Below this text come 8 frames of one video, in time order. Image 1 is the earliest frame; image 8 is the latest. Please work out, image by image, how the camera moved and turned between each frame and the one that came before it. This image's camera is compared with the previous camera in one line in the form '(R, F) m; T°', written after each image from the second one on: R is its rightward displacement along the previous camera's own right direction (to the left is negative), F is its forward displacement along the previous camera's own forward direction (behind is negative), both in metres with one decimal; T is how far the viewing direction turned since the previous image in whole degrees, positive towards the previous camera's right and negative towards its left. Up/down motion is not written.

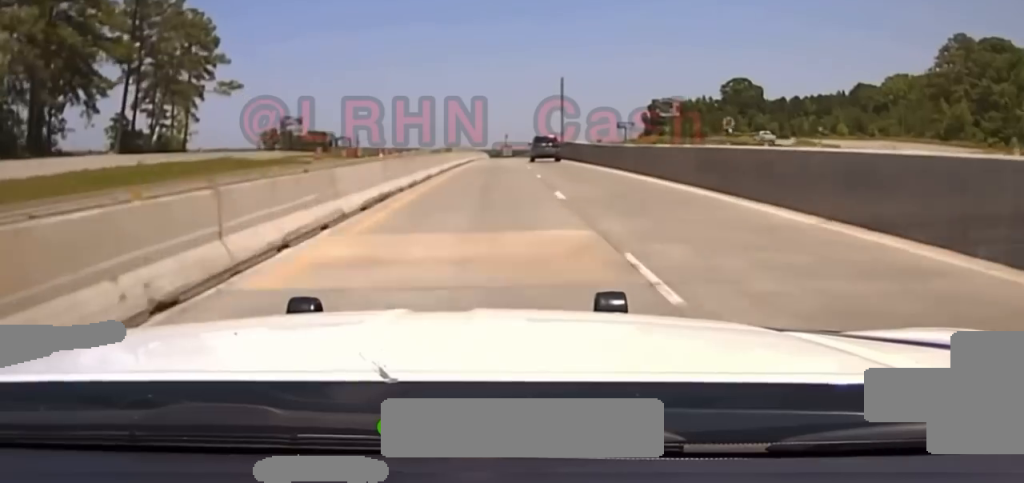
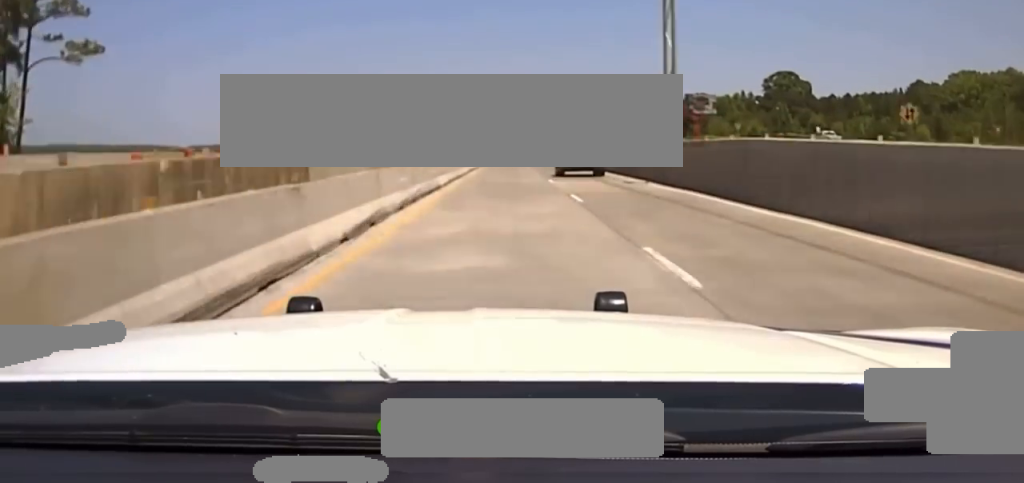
(-0.2, +49.0) m; 0°
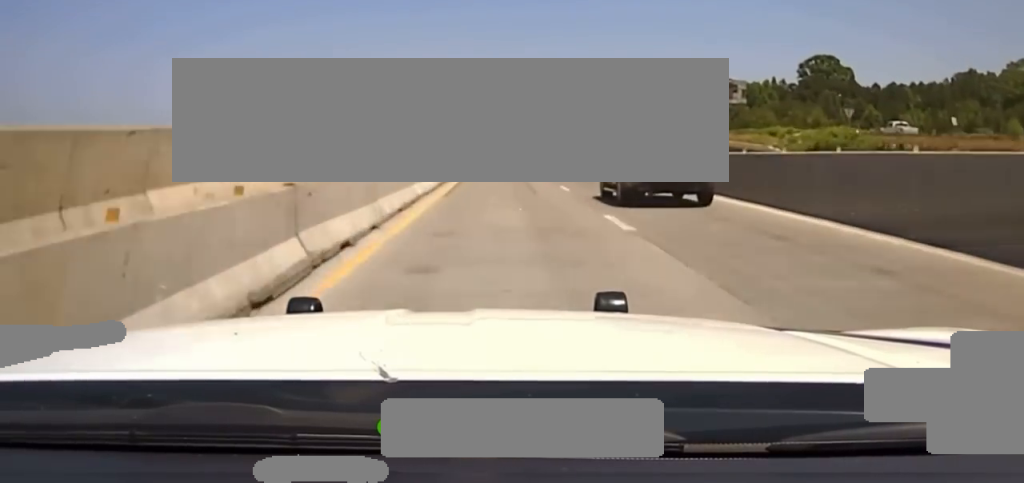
(+0.1, +45.7) m; 0°
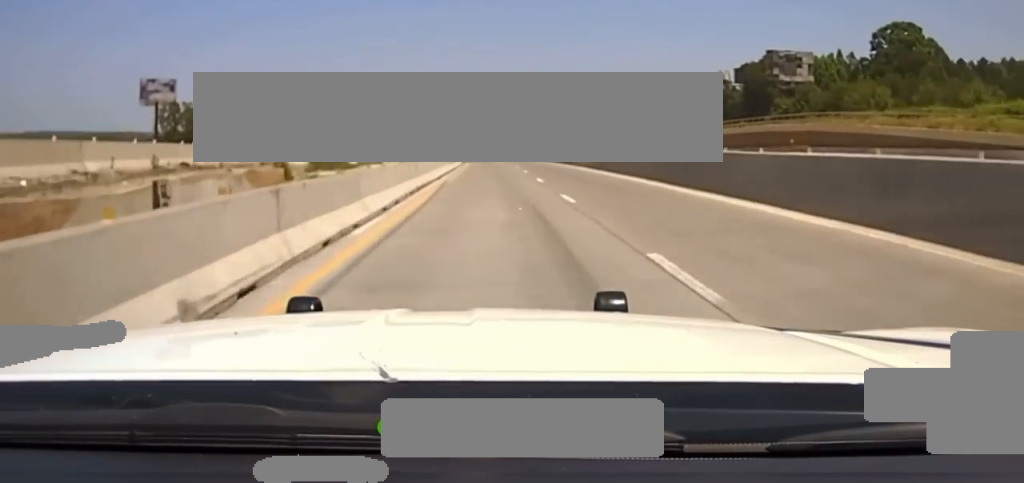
(+0.2, +58.3) m; 0°
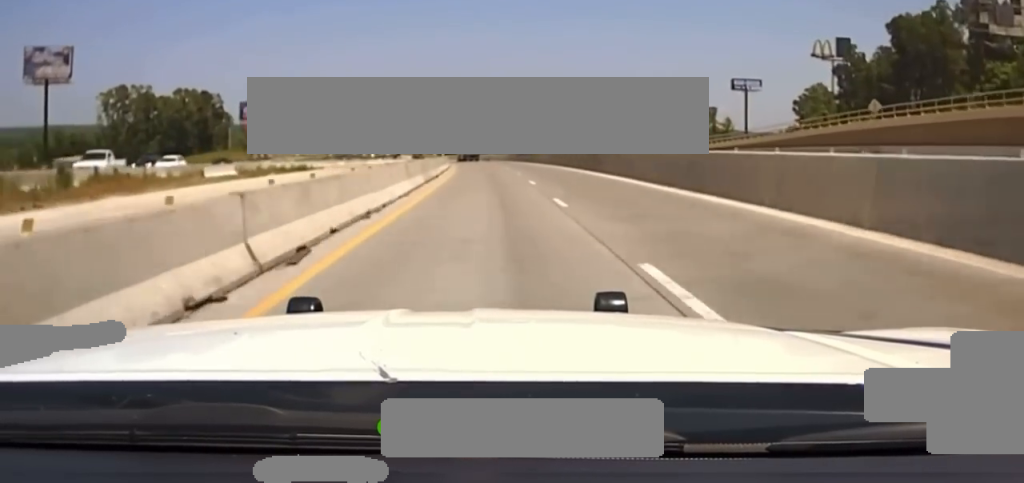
(-0.3, +85.3) m; -1°
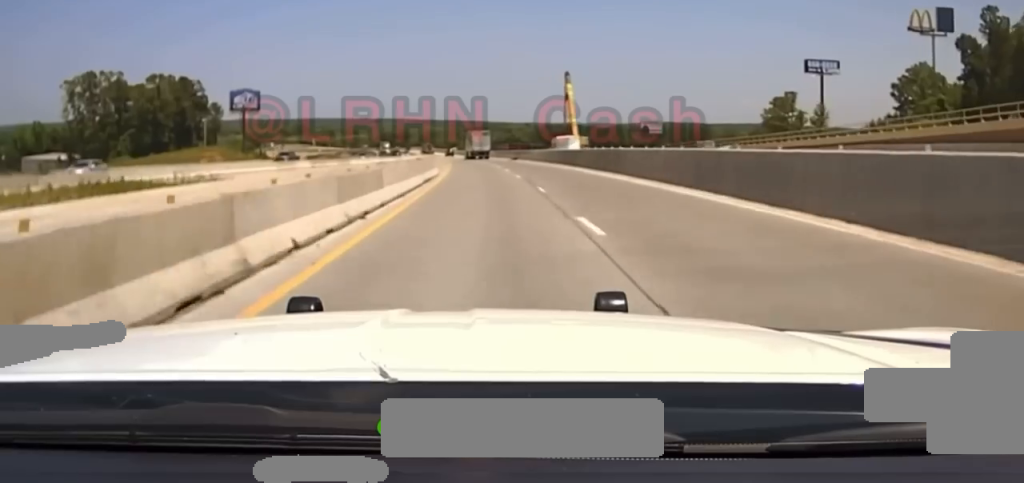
(-0.4, +45.7) m; -1°
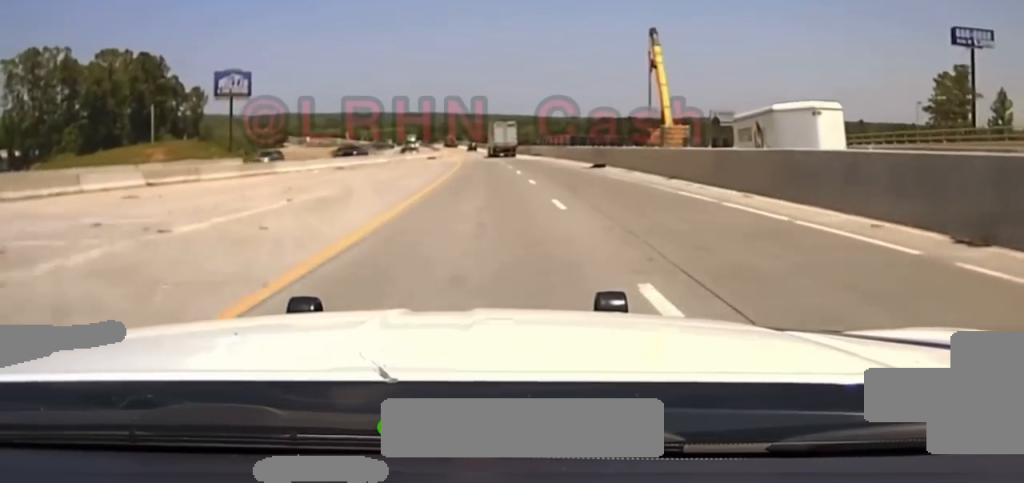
(-1.1, +54.9) m; -2°
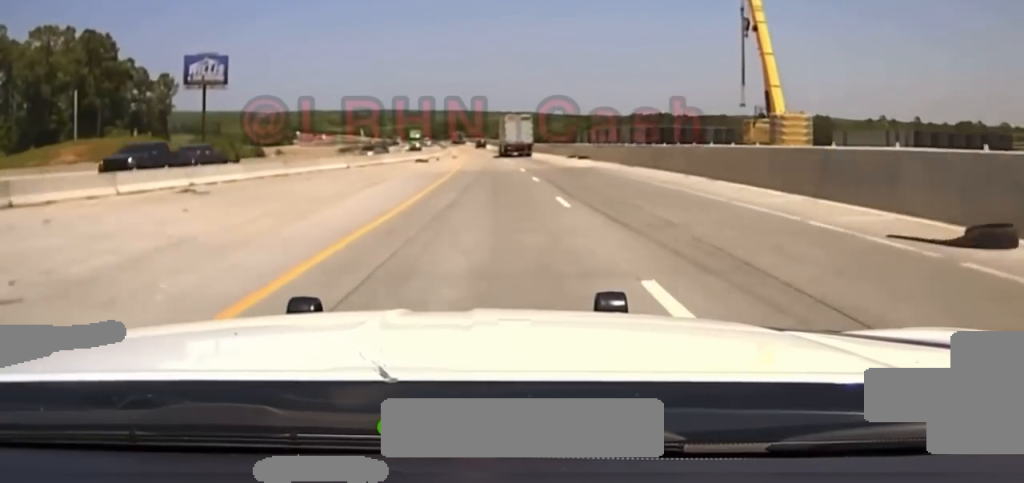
(-0.6, +31.9) m; -2°
